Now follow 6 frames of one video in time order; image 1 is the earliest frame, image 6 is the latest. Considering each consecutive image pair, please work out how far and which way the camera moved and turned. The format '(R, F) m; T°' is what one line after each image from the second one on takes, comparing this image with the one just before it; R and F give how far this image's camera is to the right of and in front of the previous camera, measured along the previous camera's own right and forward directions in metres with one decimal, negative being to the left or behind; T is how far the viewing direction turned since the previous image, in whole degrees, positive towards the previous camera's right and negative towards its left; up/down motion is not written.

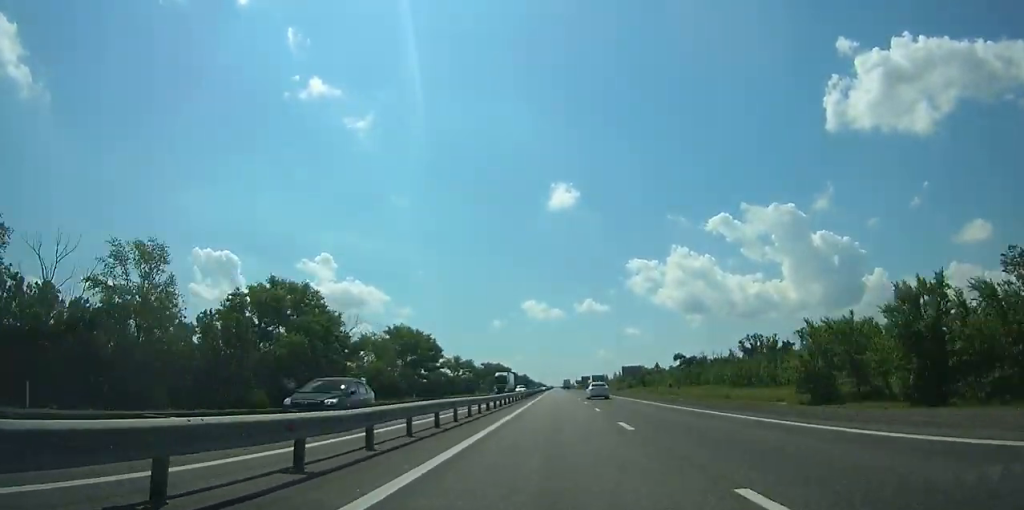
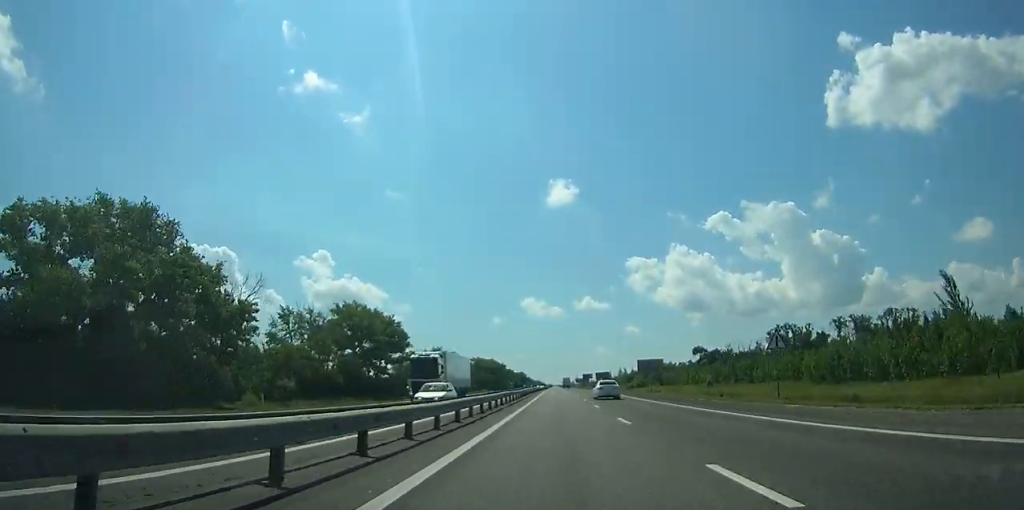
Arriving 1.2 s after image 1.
(0.0, +35.8) m; 0°
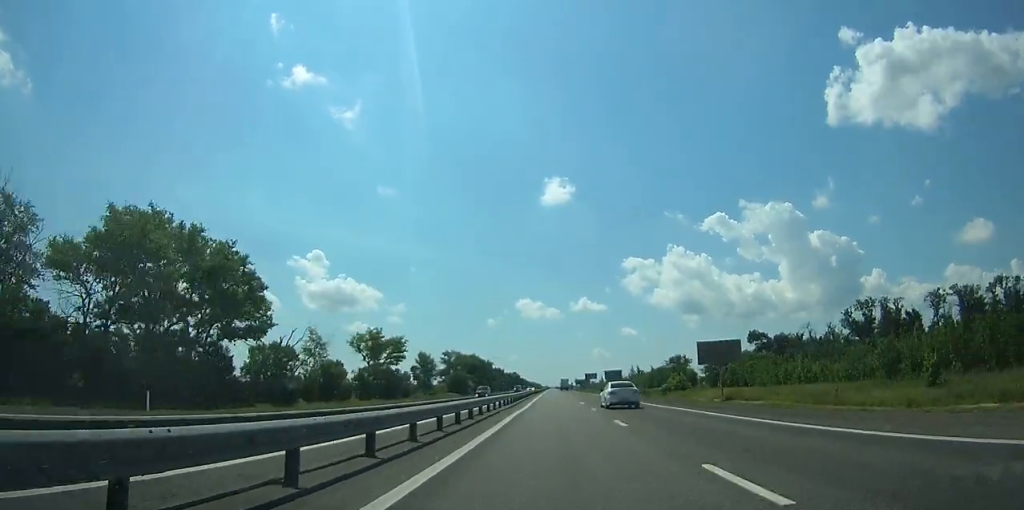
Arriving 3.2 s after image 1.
(0.0, +60.0) m; 0°
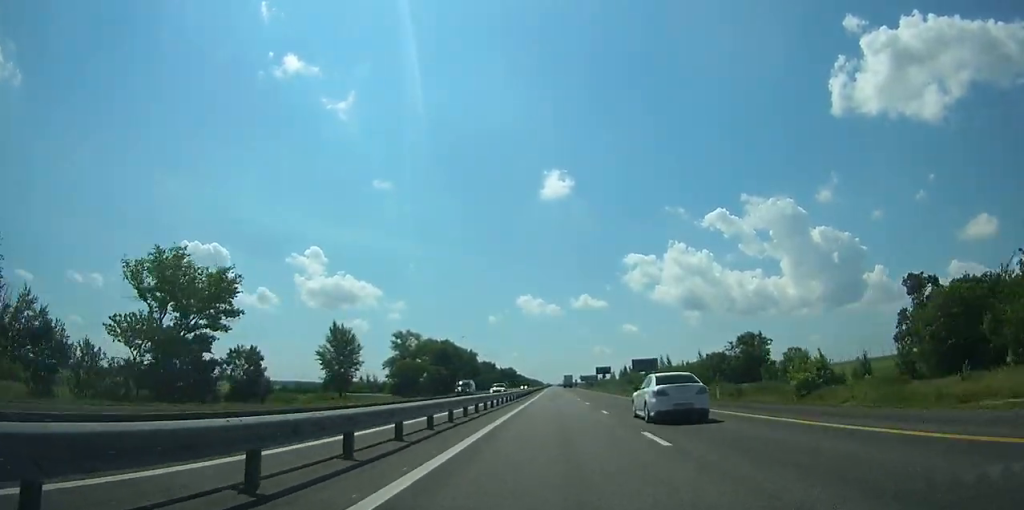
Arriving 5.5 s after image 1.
(-0.1, +68.4) m; 0°
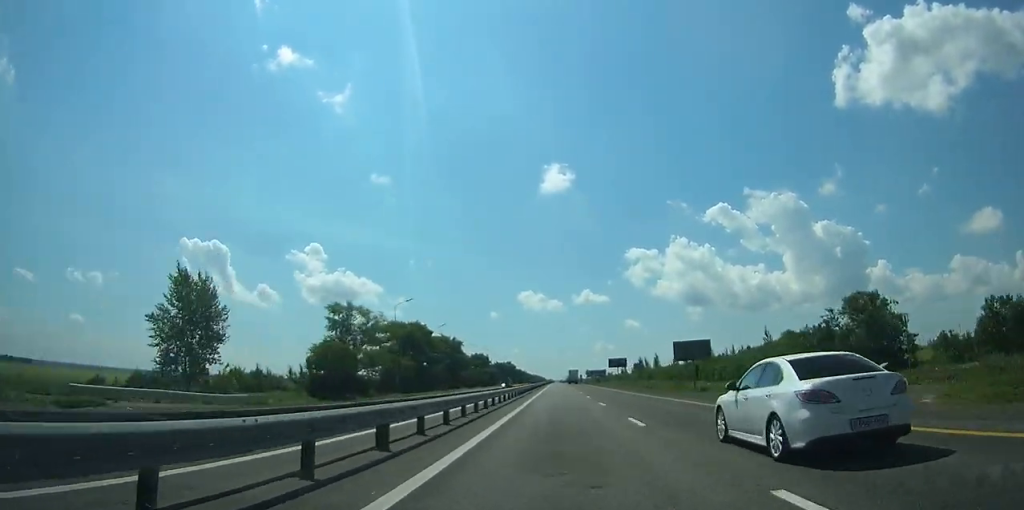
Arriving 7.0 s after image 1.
(-0.1, +43.7) m; 0°
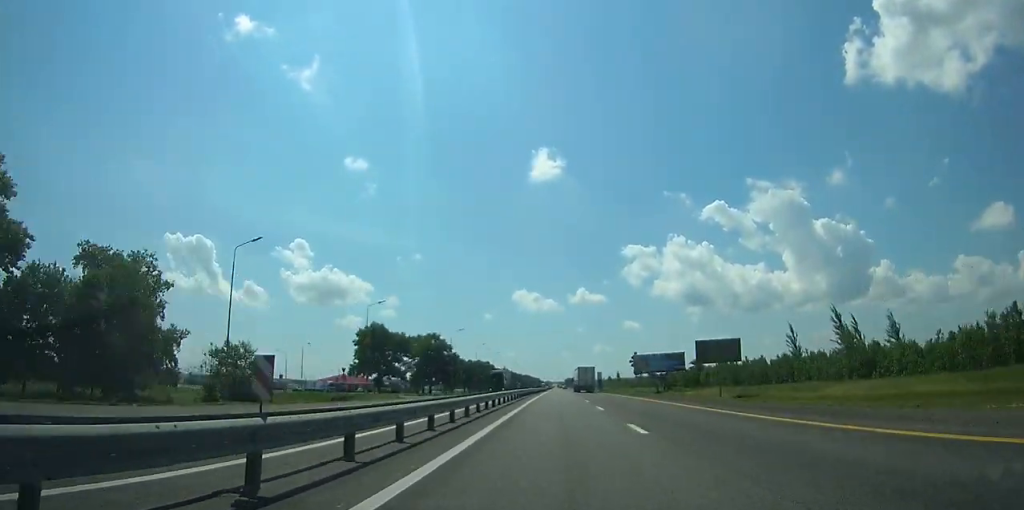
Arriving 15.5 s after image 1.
(+0.5, +235.4) m; 0°
